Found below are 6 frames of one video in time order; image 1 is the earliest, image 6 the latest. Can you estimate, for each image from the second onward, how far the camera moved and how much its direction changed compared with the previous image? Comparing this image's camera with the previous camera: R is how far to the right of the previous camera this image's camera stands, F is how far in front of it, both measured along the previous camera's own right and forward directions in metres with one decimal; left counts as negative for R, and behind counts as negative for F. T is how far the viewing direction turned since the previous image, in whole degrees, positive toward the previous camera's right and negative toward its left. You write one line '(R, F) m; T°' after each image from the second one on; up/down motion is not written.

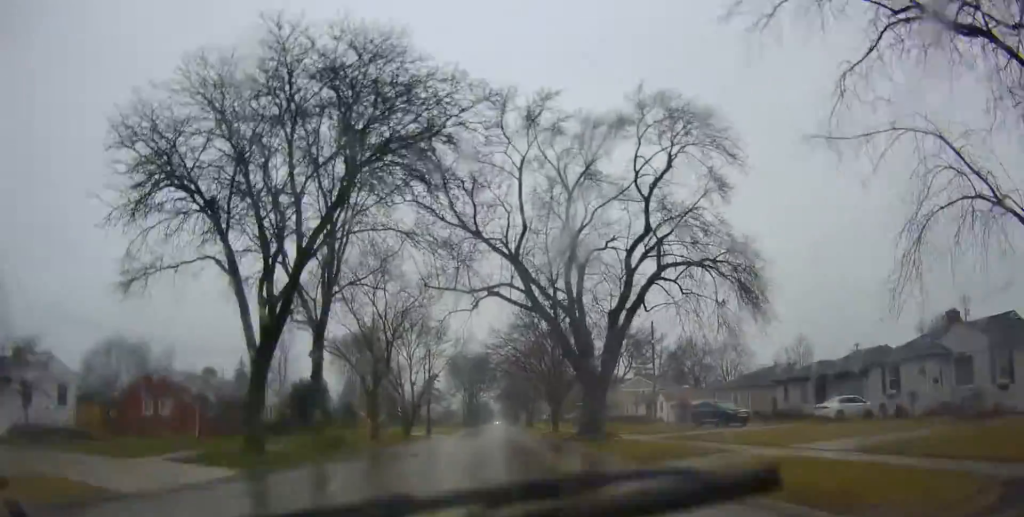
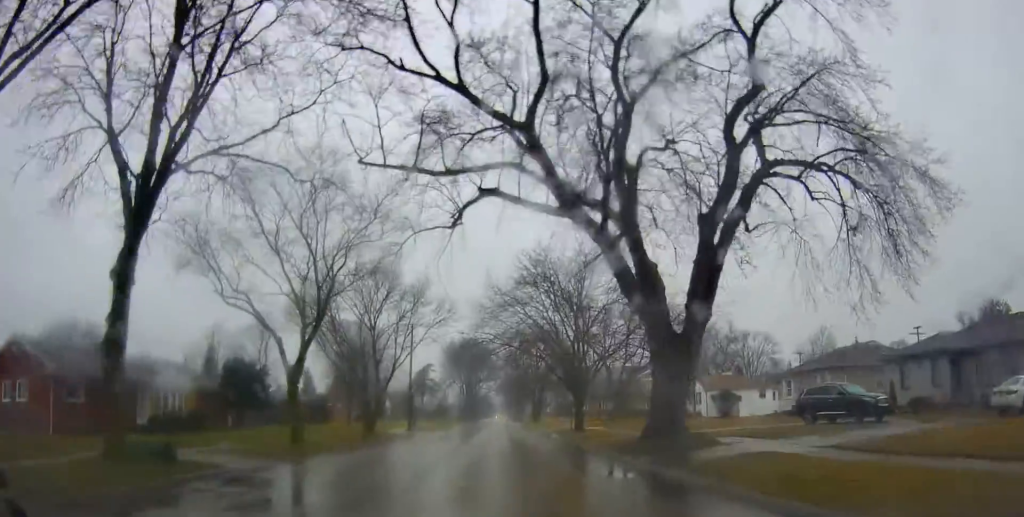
(-0.4, +15.6) m; +1°
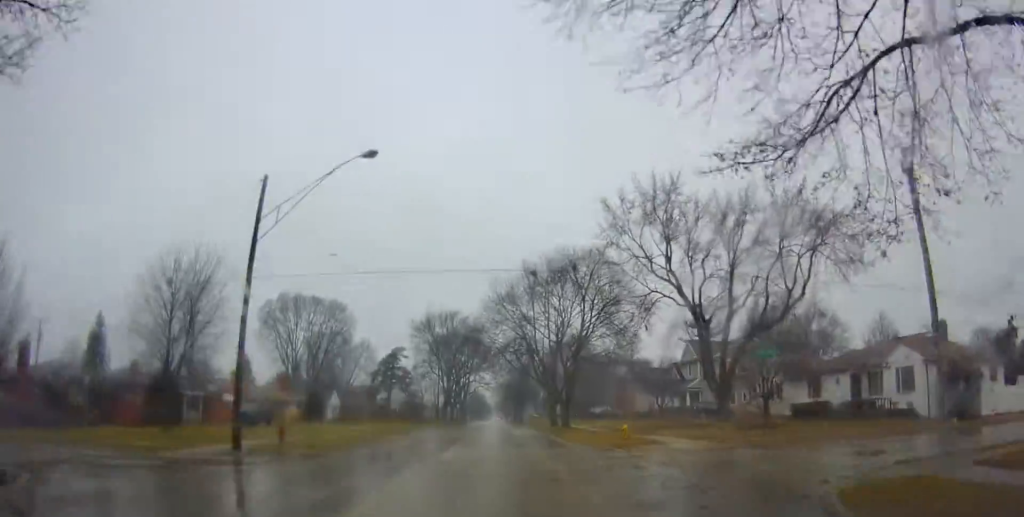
(+0.8, +38.0) m; +1°
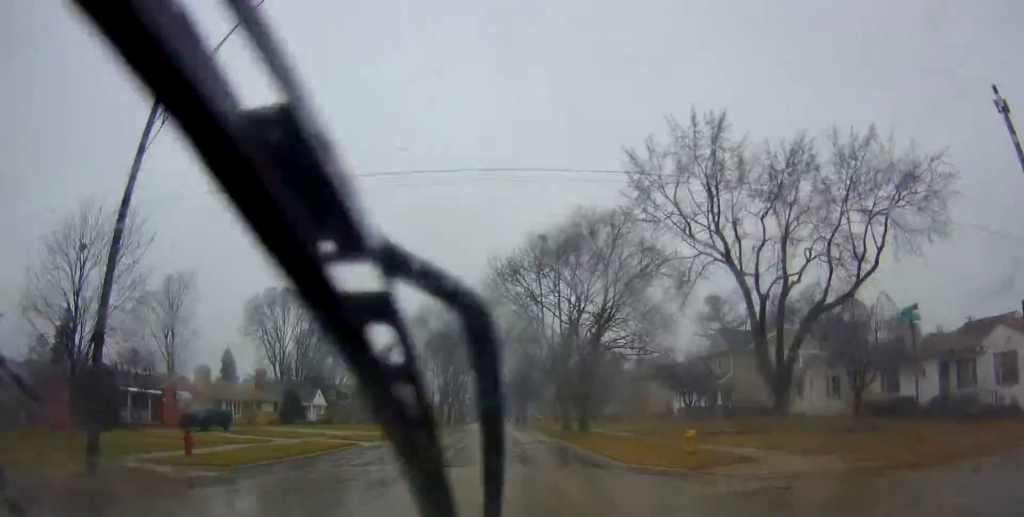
(+0.1, +8.5) m; +1°
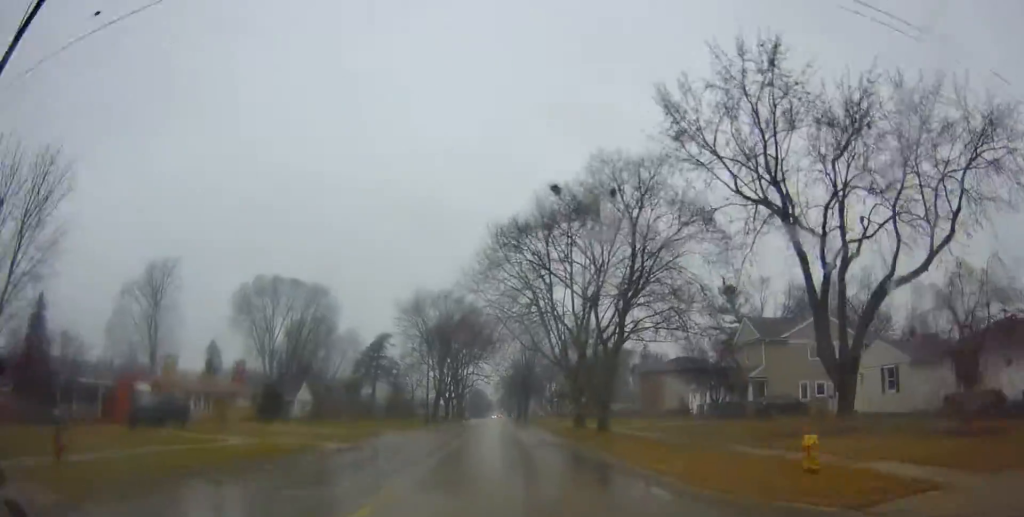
(+0.1, +6.5) m; +1°
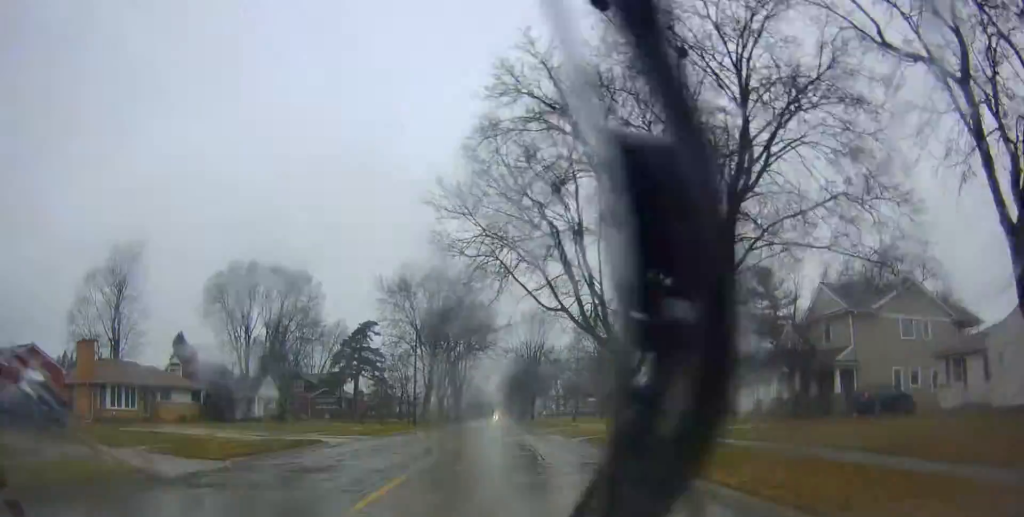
(+0.1, +12.8) m; -2°
